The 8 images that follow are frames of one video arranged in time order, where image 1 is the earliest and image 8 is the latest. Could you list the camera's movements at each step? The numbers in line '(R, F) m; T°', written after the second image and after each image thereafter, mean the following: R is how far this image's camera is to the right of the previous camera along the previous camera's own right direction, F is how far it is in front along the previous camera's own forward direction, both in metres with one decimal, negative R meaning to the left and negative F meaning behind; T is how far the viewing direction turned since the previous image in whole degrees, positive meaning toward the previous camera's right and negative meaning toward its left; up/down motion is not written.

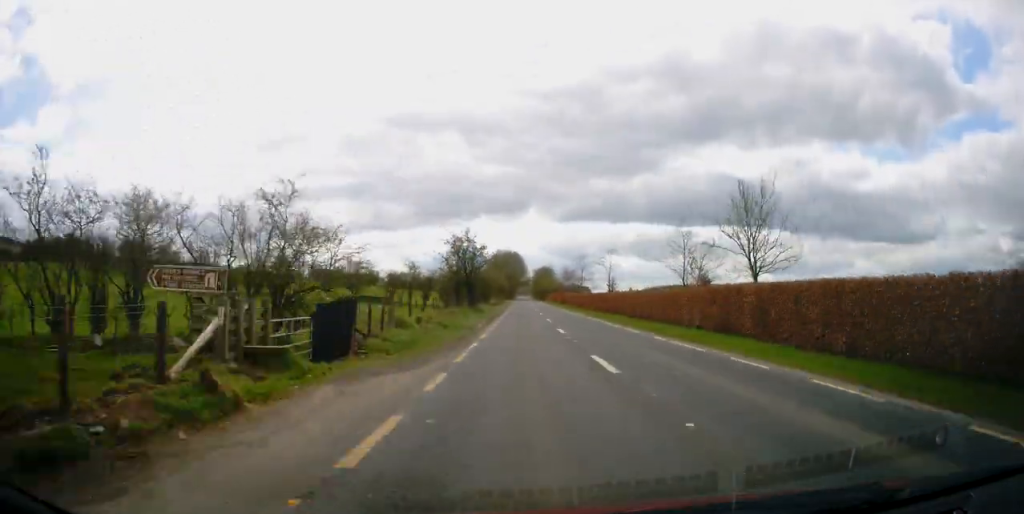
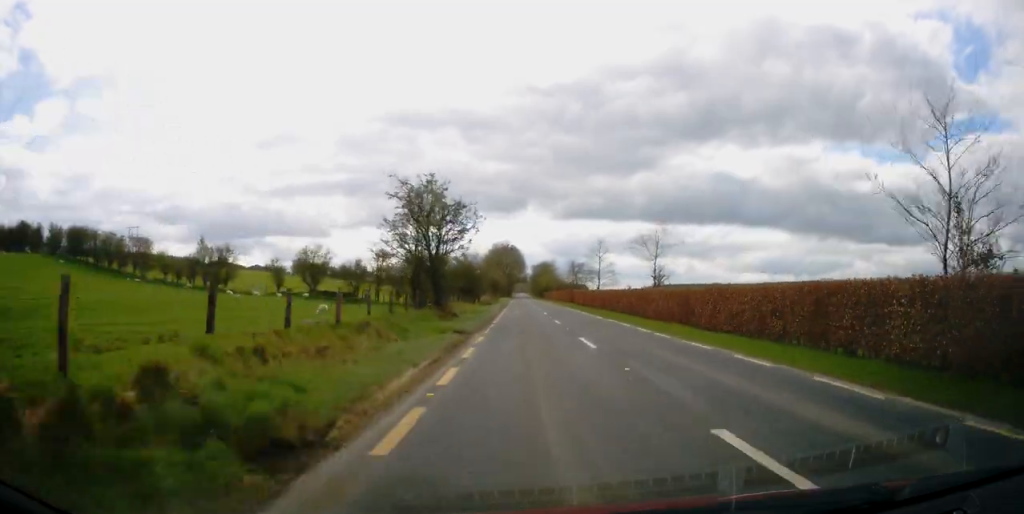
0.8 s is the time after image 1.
(0.0, +19.8) m; 0°
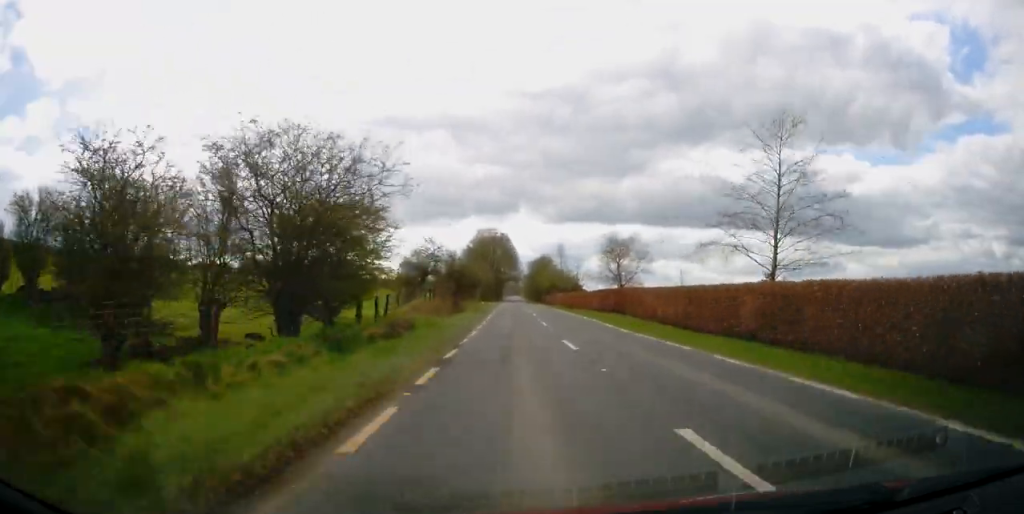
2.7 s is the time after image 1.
(+0.6, +48.4) m; +1°
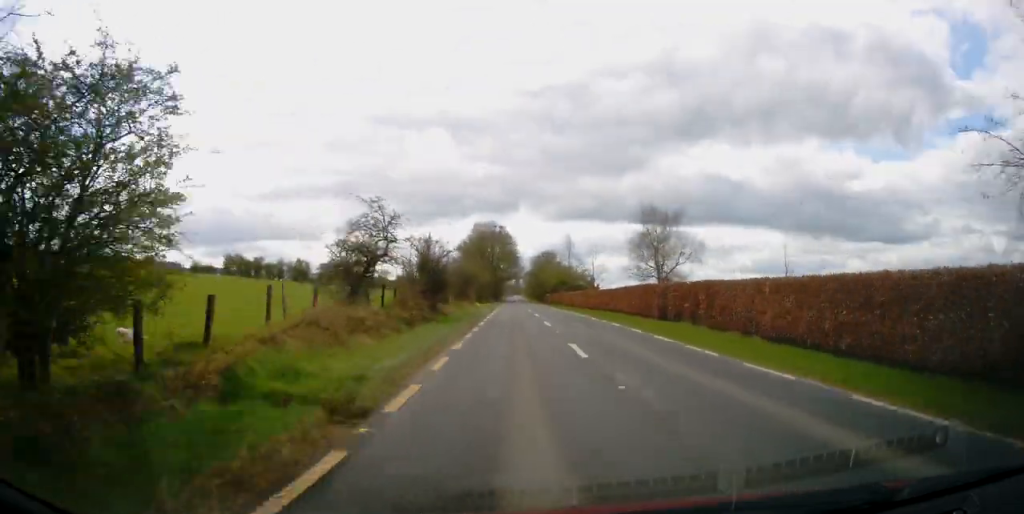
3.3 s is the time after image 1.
(-0.2, +14.1) m; 0°
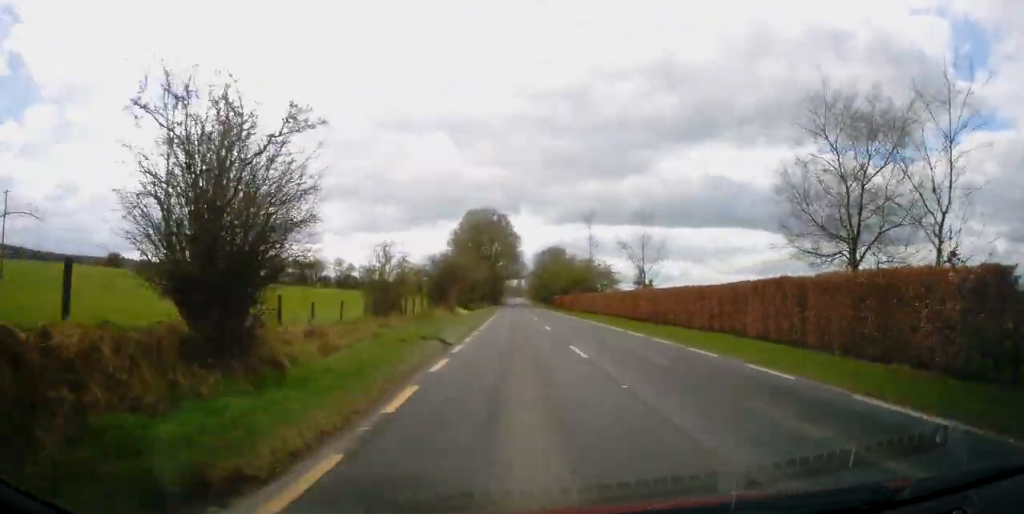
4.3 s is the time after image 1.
(0.0, +24.1) m; 0°
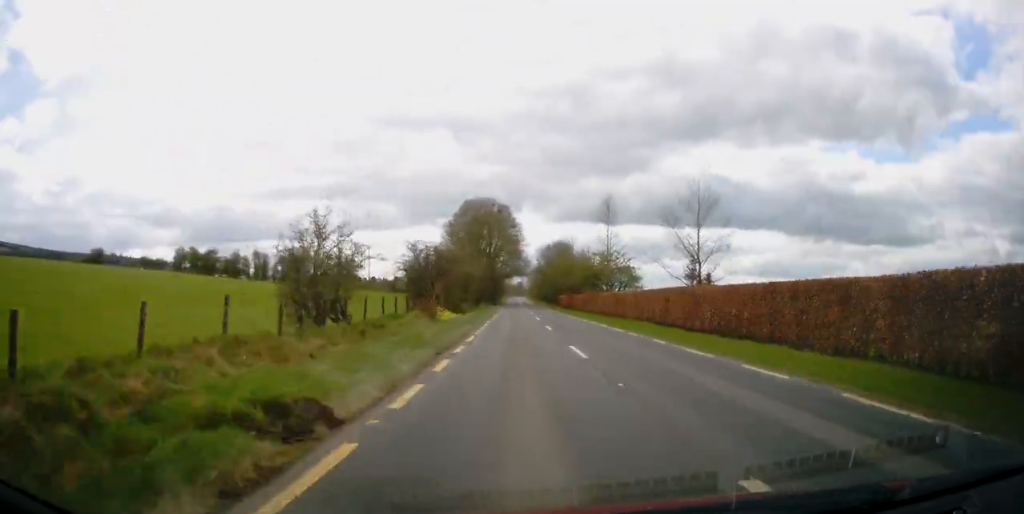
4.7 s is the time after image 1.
(+0.2, +11.6) m; 0°
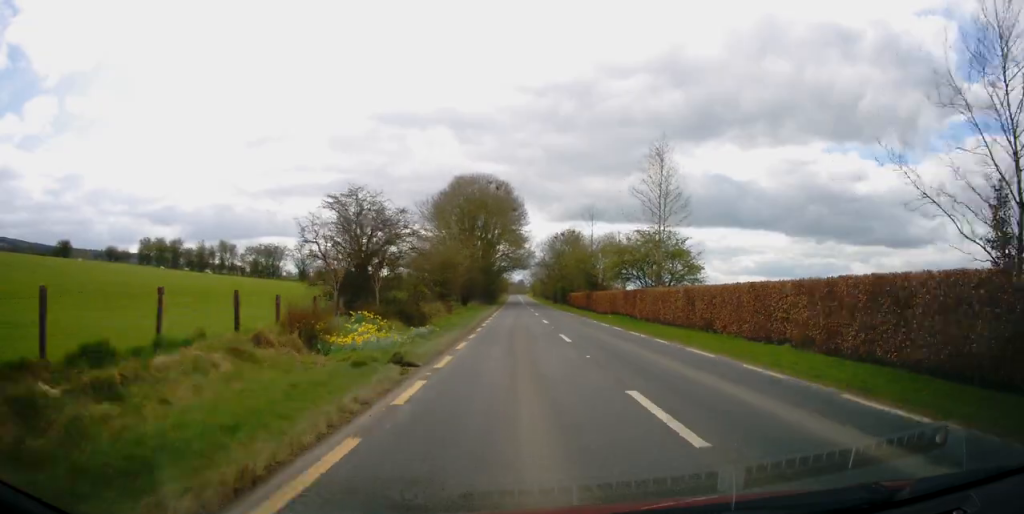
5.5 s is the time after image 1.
(-0.4, +20.0) m; 0°
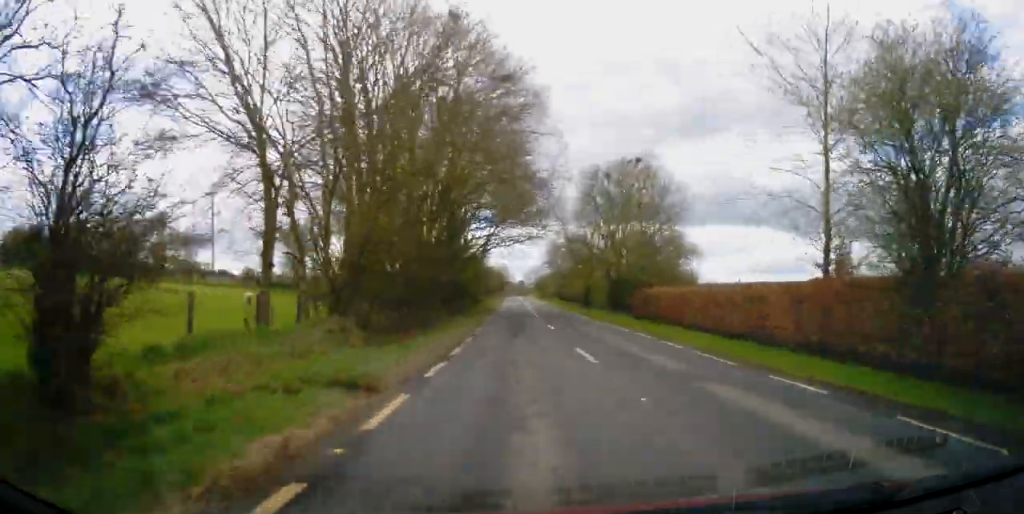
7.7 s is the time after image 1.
(+0.2, +53.6) m; +1°
